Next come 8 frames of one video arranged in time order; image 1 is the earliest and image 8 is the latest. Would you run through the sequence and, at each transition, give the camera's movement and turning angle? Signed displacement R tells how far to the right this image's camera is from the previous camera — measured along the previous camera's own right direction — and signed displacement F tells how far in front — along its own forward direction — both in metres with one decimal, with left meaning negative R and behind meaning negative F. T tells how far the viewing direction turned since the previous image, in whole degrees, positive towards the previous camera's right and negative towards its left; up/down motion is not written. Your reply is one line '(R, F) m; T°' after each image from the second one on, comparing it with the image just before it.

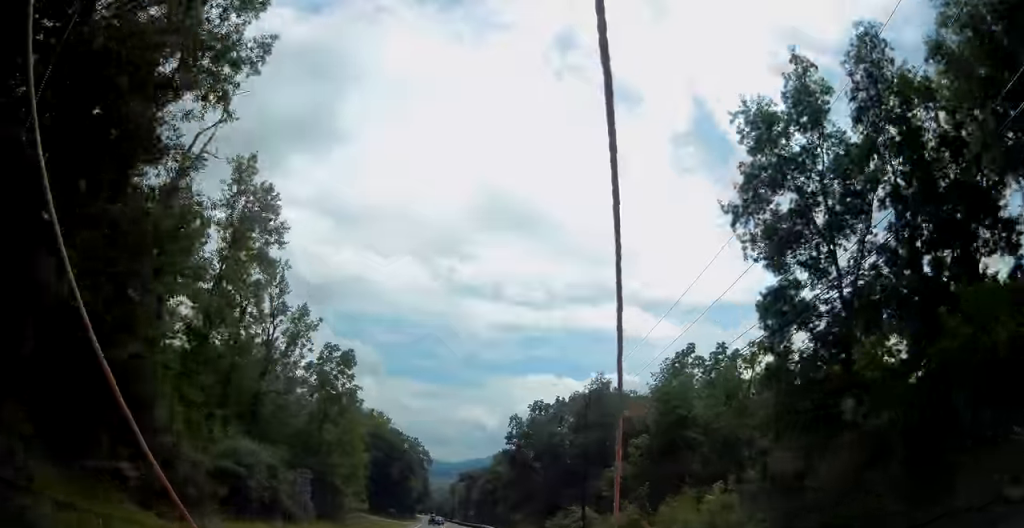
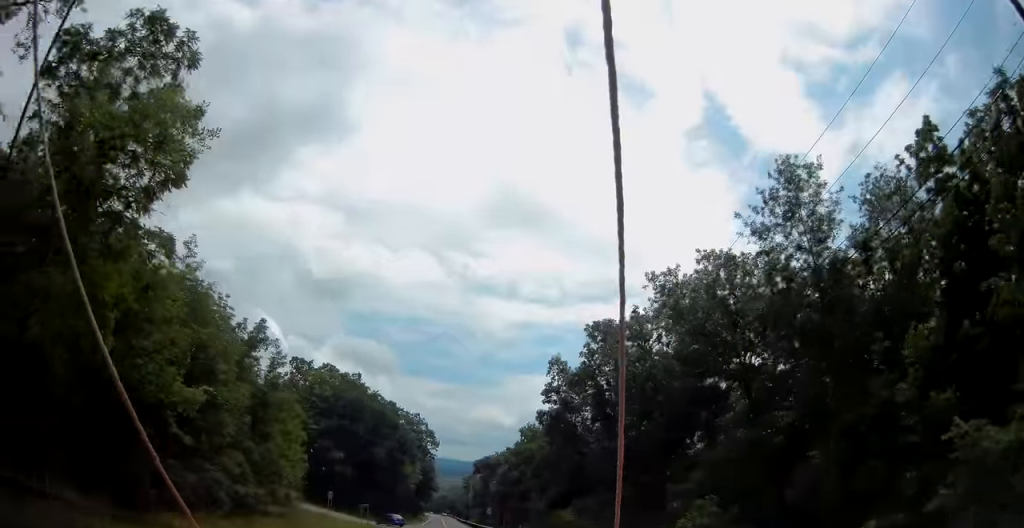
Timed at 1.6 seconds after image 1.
(-0.5, +35.1) m; -1°
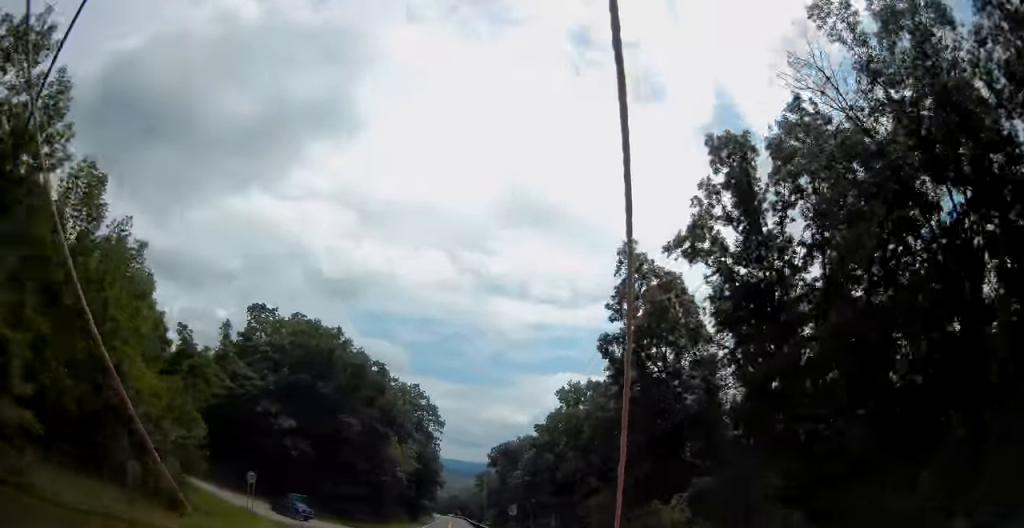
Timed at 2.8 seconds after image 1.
(0.0, +27.0) m; -2°
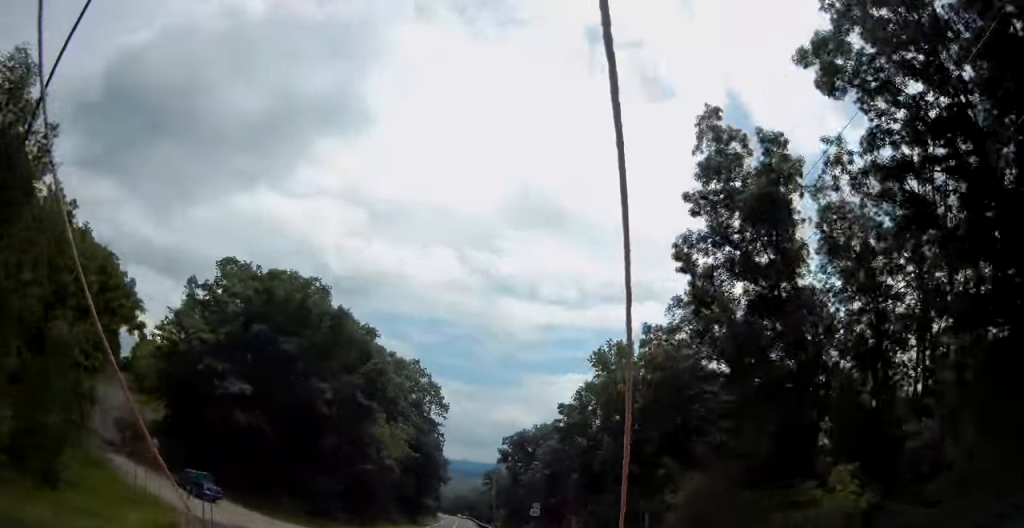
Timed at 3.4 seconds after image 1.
(-0.3, +13.8) m; -1°
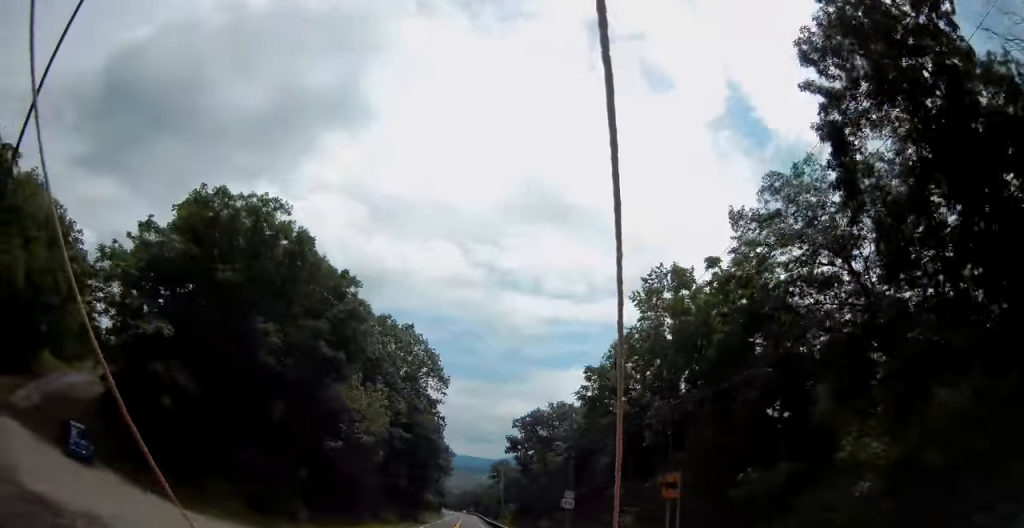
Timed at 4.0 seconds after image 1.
(-0.2, +12.4) m; -1°
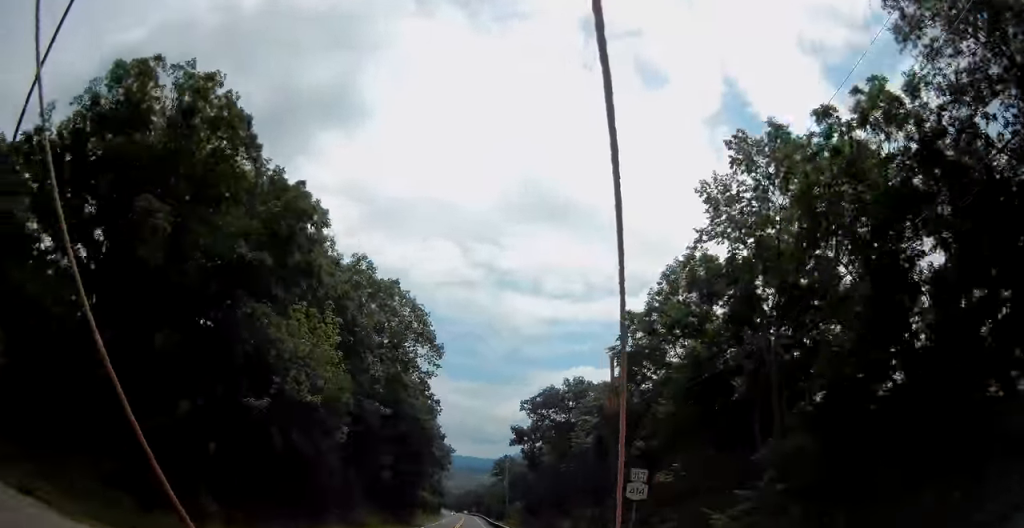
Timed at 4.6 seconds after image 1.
(0.0, +12.6) m; 0°
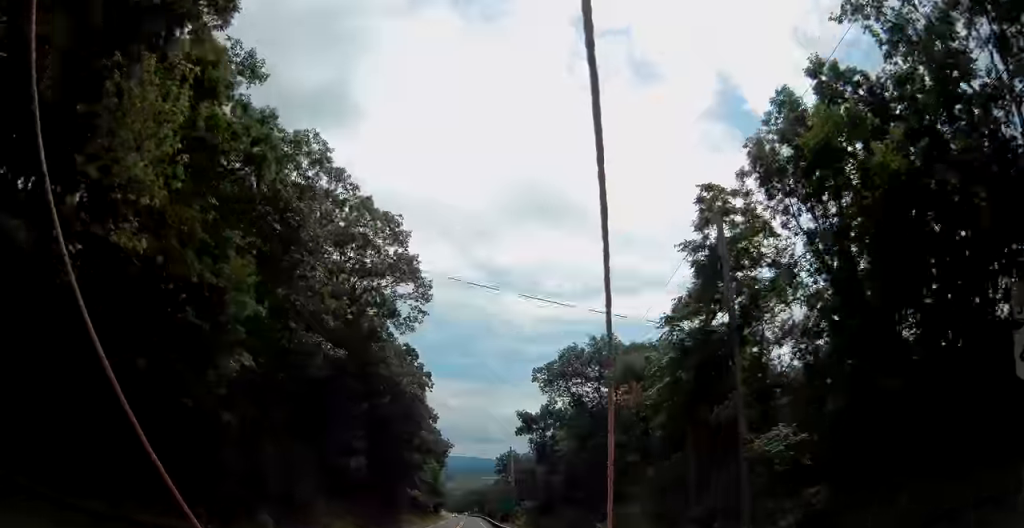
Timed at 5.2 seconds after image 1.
(0.0, +14.3) m; 0°
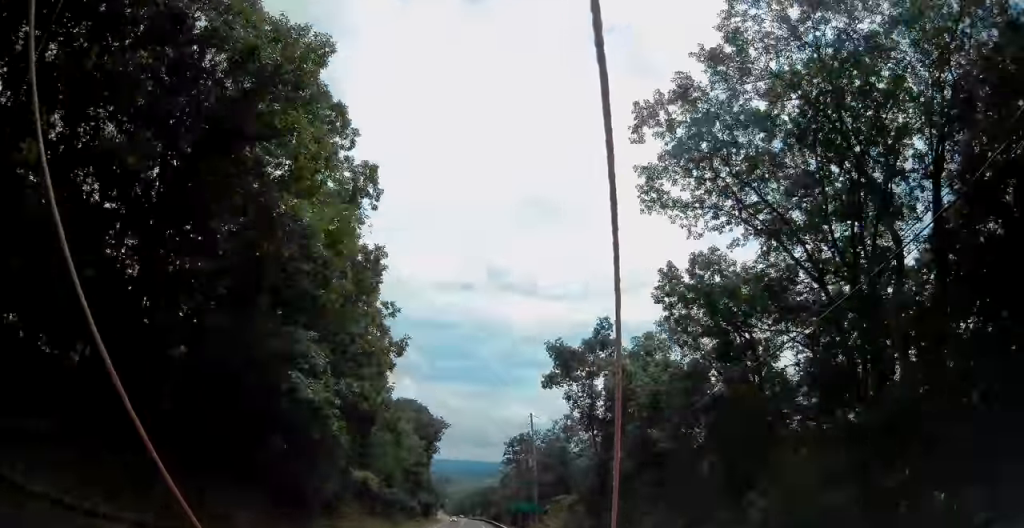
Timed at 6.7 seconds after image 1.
(-0.4, +35.3) m; -1°
